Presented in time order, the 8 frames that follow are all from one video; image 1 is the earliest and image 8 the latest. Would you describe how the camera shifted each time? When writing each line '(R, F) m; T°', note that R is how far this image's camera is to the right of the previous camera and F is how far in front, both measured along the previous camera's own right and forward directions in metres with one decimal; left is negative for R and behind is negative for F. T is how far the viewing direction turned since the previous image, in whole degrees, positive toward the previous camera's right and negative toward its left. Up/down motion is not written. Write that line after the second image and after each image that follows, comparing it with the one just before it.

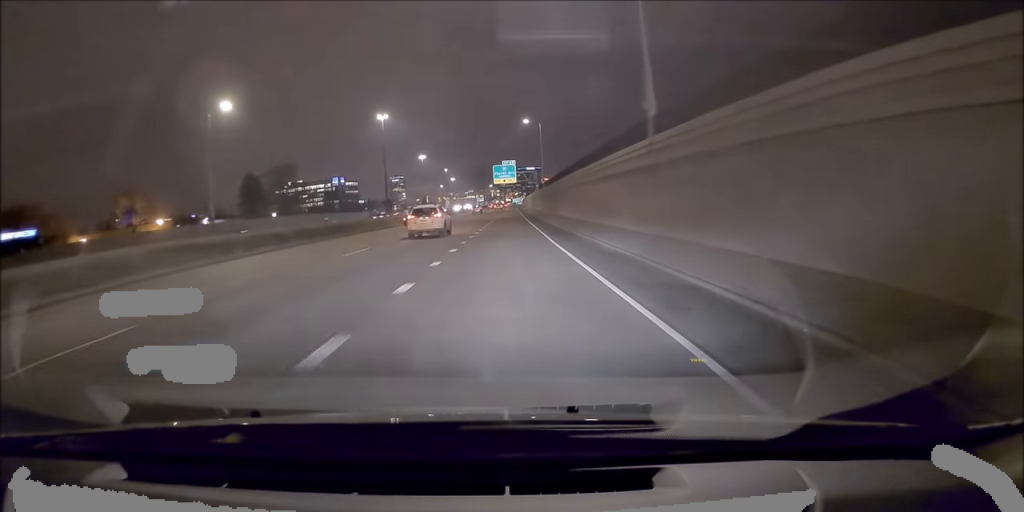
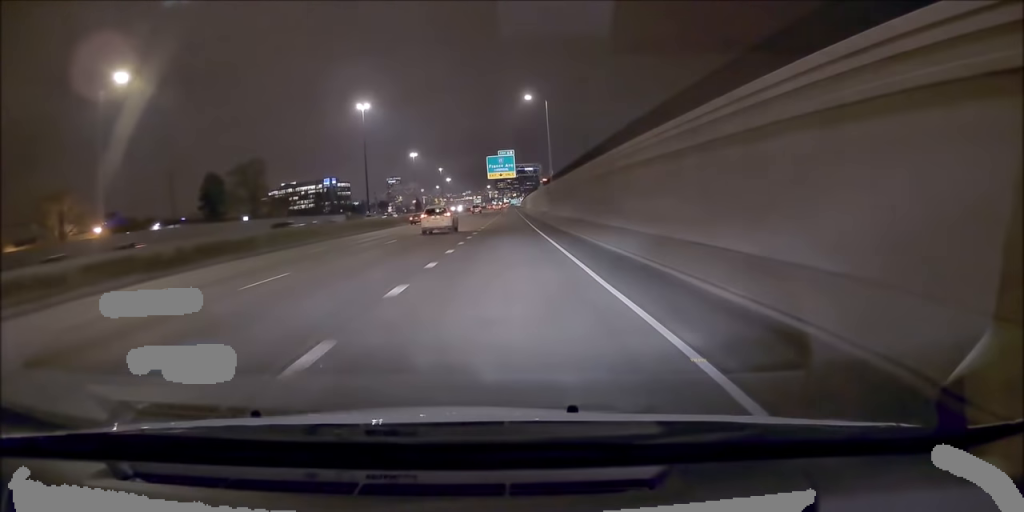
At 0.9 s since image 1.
(+0.3, +23.4) m; 0°
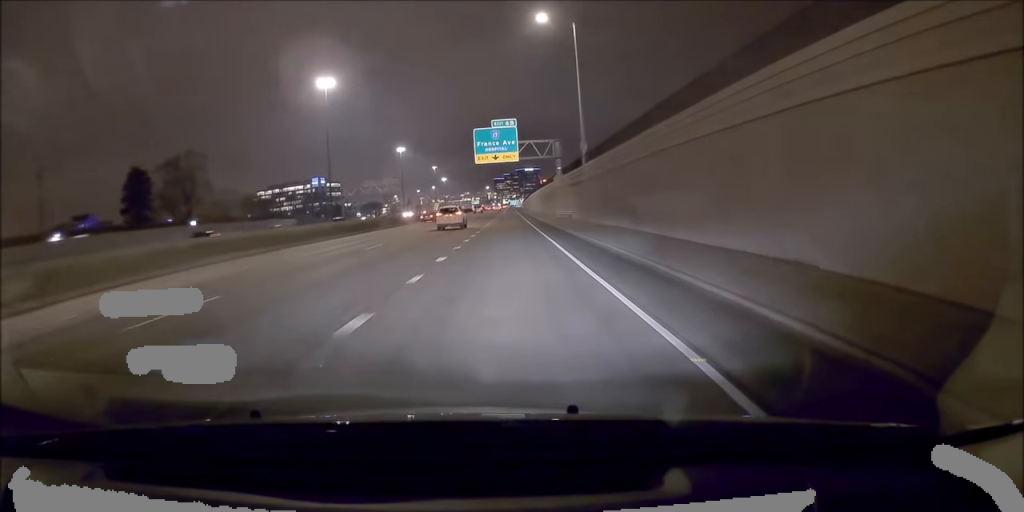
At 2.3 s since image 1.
(-0.3, +35.2) m; 0°
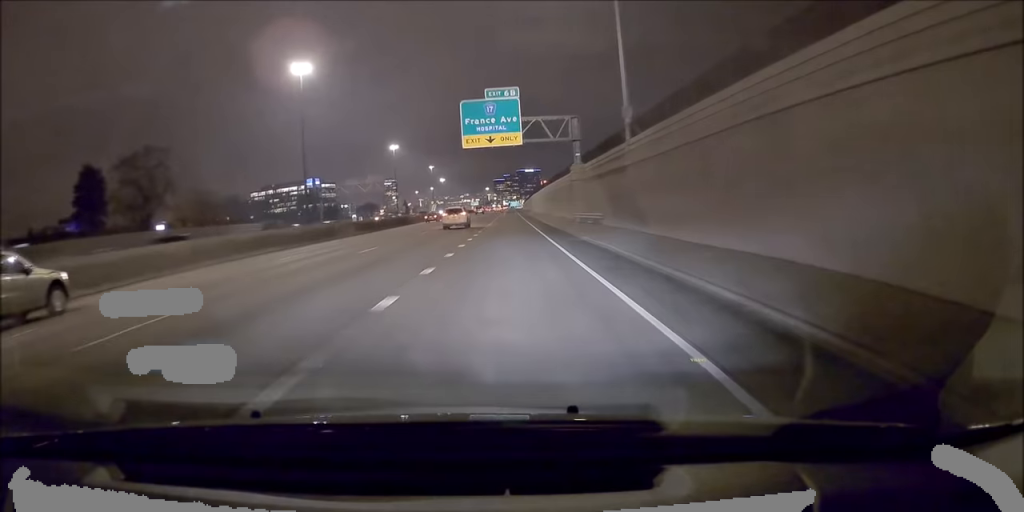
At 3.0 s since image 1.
(+0.4, +16.8) m; 0°
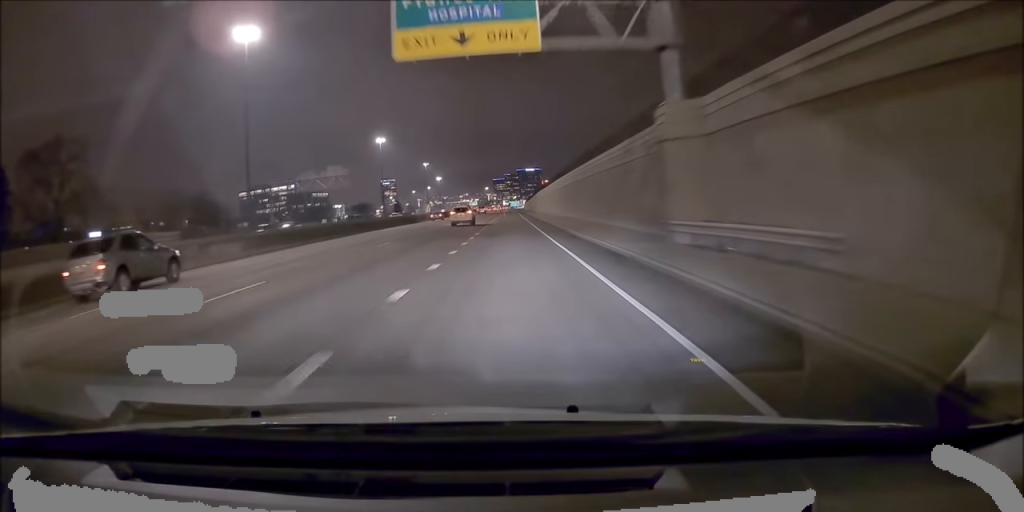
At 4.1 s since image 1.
(-0.3, +26.8) m; -1°
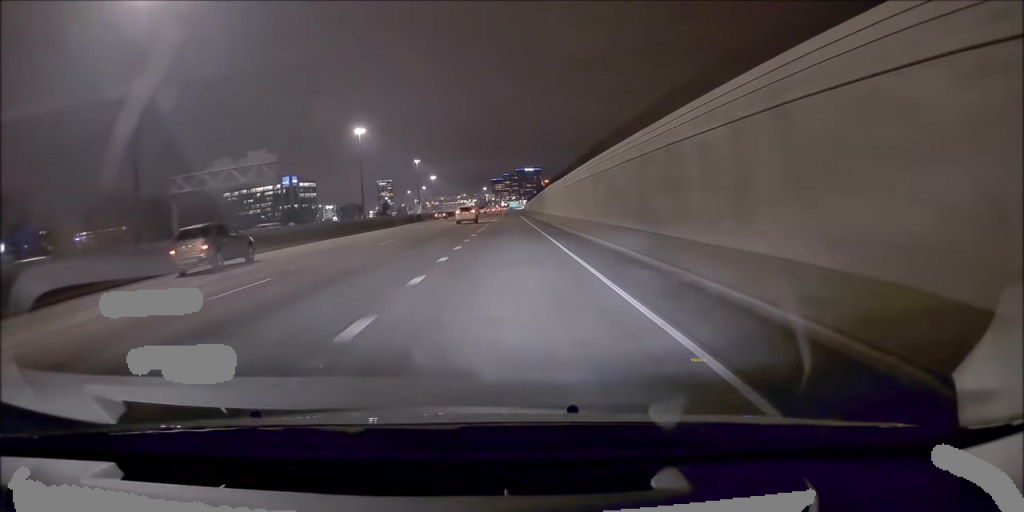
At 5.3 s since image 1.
(+0.1, +30.1) m; +1°
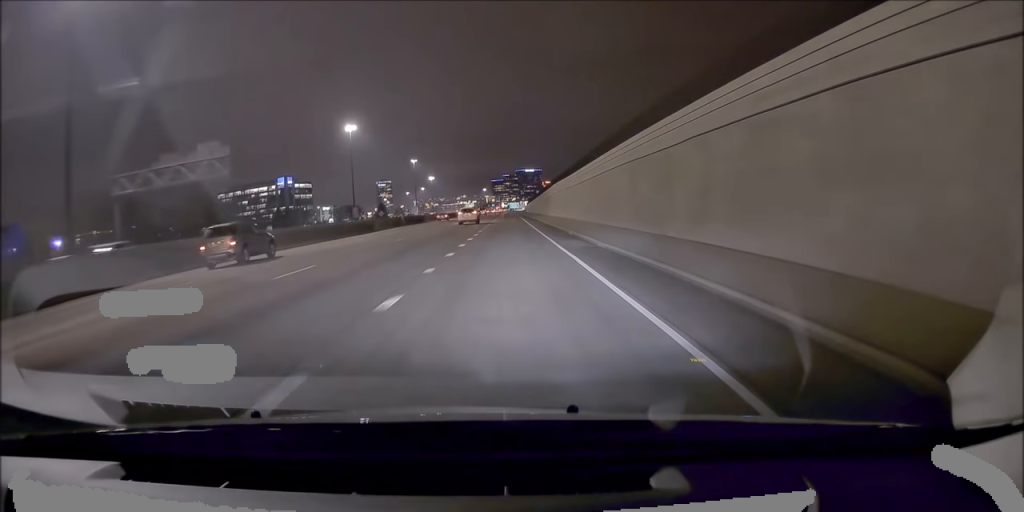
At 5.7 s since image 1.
(+0.1, +11.8) m; 0°
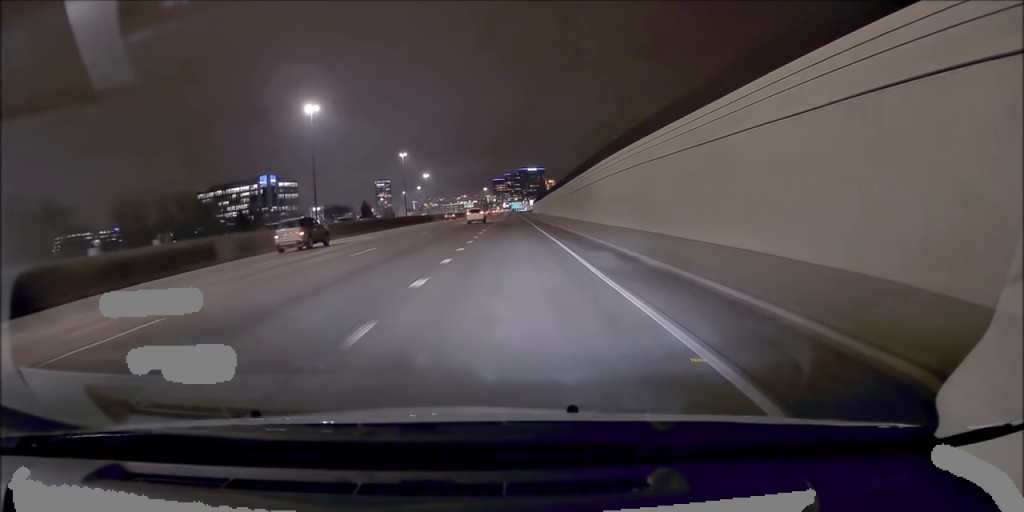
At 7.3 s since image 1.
(+0.4, +38.9) m; -1°
